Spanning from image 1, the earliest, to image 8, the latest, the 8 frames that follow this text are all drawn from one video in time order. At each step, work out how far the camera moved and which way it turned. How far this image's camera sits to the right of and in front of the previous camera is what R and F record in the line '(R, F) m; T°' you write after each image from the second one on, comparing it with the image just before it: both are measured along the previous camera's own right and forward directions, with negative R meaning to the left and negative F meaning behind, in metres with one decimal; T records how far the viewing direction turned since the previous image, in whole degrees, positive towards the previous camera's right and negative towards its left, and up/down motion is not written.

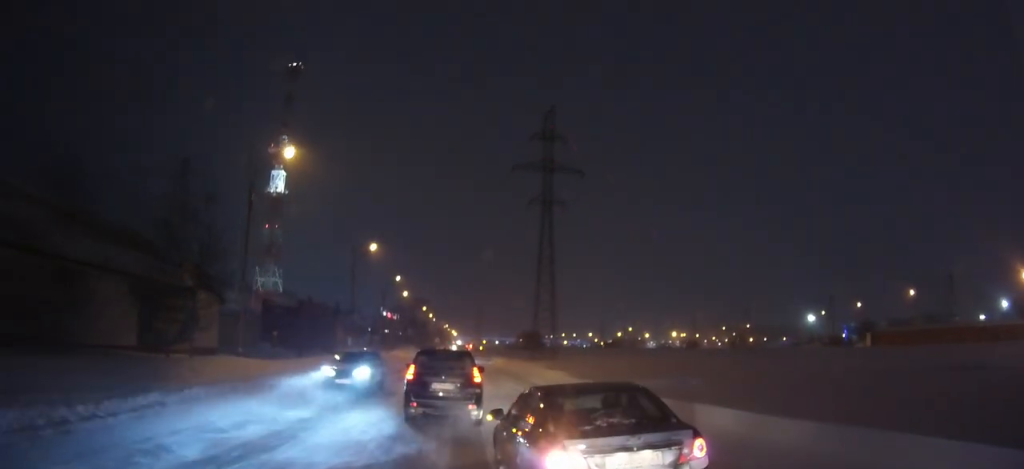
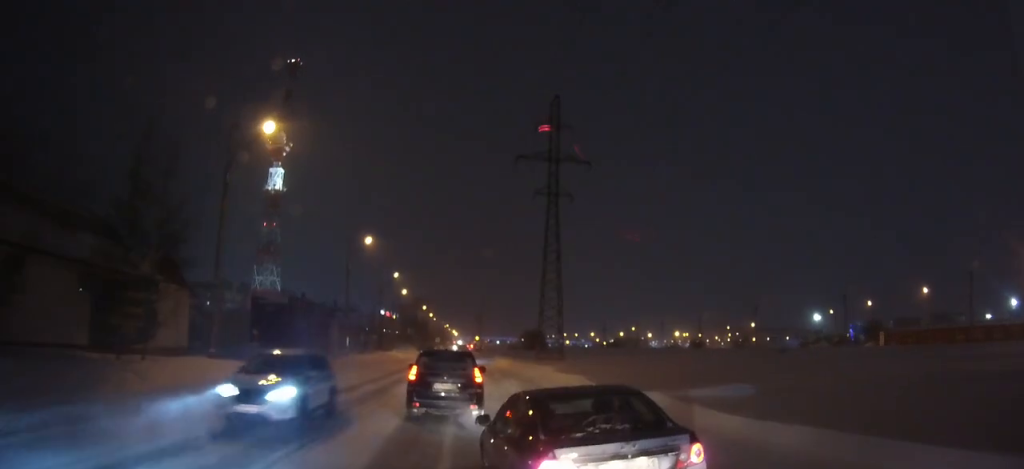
(0.0, +4.0) m; 0°
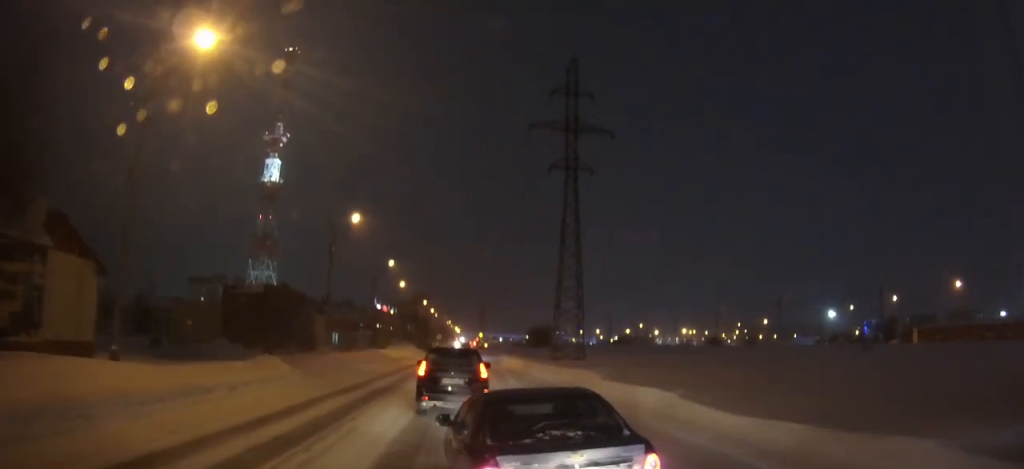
(0.0, +9.2) m; 0°
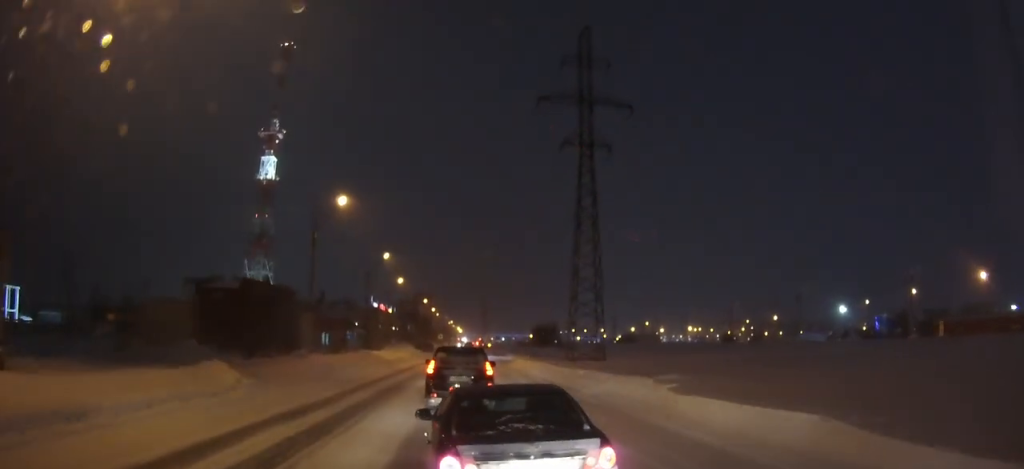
(0.0, +6.7) m; 0°
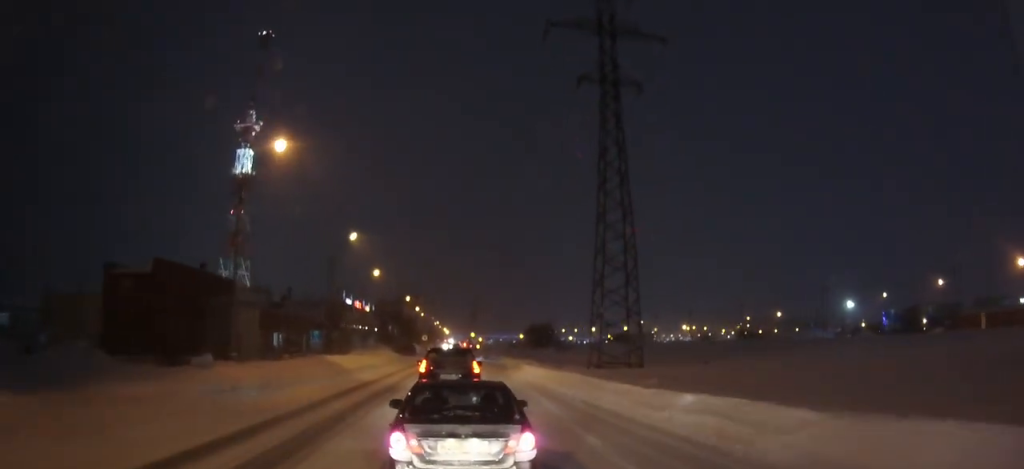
(0.0, +13.7) m; +1°
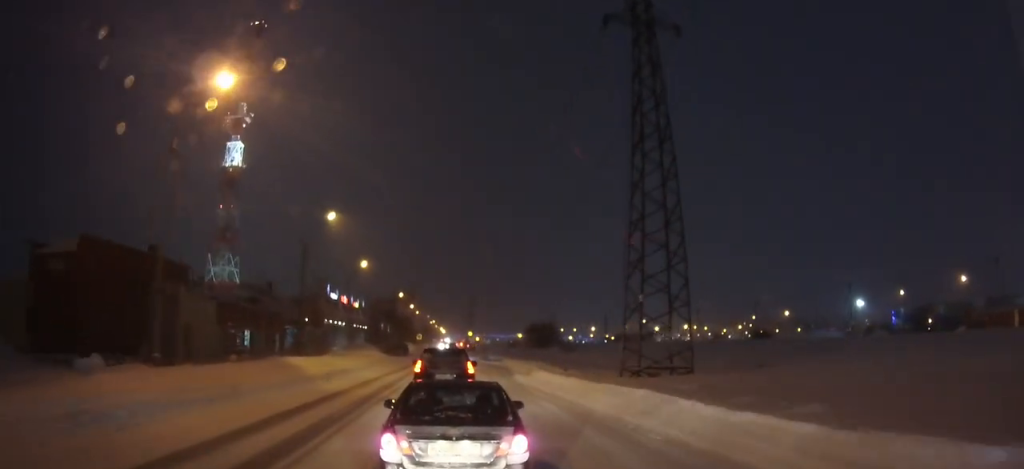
(0.0, +8.2) m; 0°
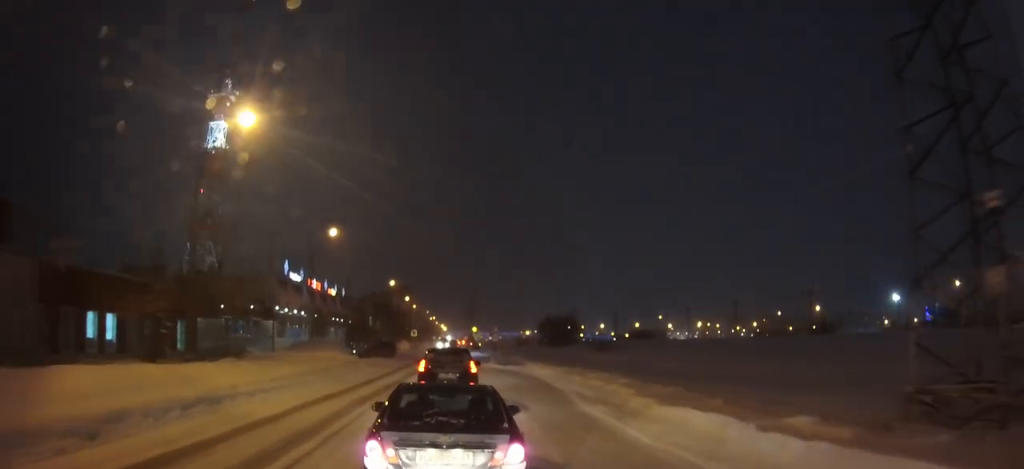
(-0.1, +19.6) m; 0°
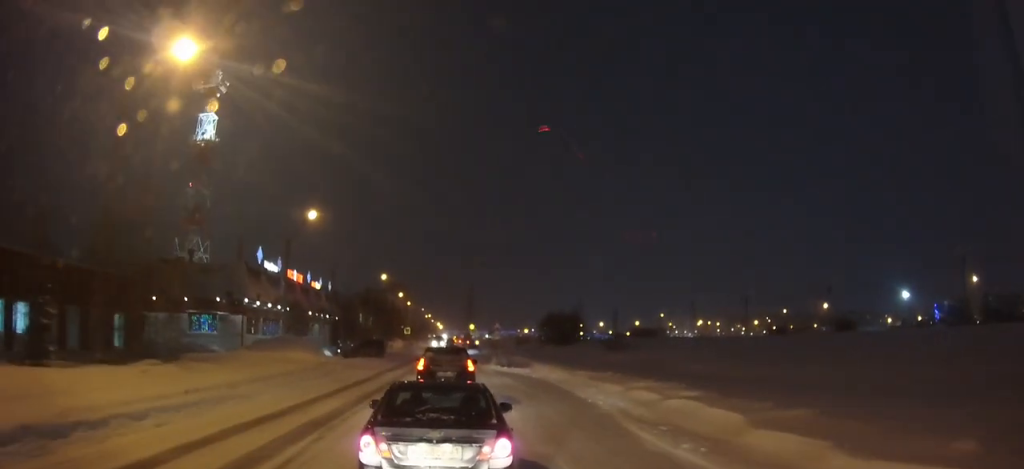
(0.0, +7.0) m; 0°
